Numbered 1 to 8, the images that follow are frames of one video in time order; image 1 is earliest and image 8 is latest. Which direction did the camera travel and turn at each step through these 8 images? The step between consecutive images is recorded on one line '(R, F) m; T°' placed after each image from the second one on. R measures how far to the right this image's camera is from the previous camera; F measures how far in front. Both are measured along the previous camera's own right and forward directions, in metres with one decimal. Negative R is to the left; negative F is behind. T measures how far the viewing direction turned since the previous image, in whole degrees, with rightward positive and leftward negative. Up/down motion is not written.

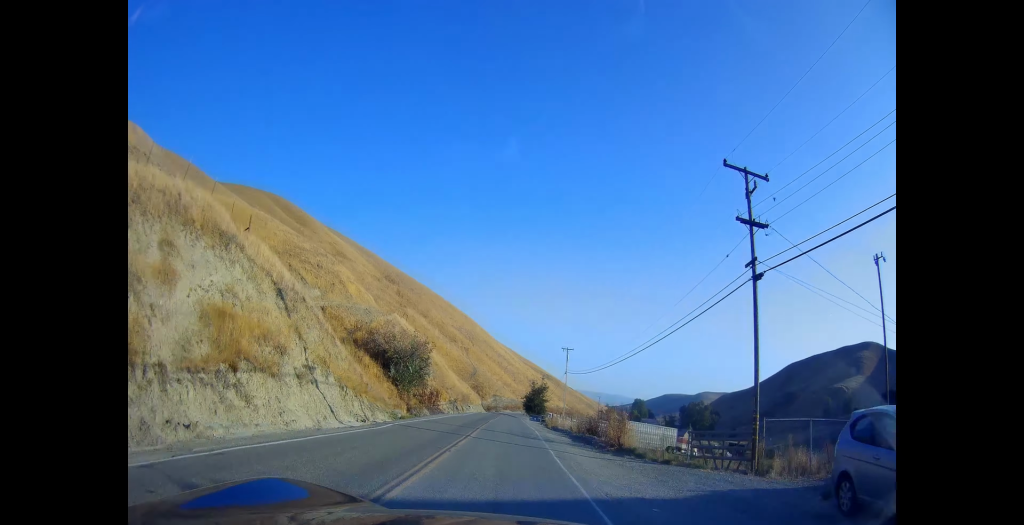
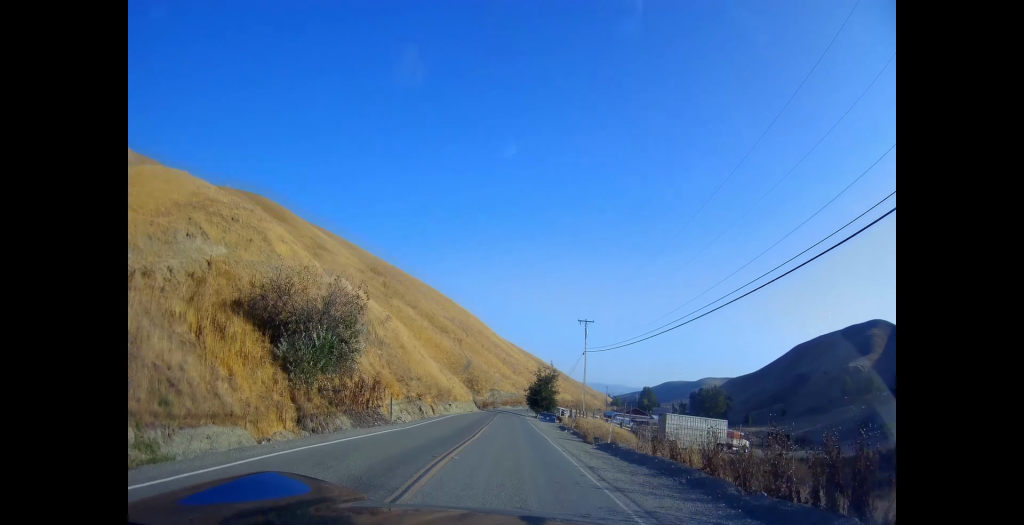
(-0.2, +23.8) m; 0°
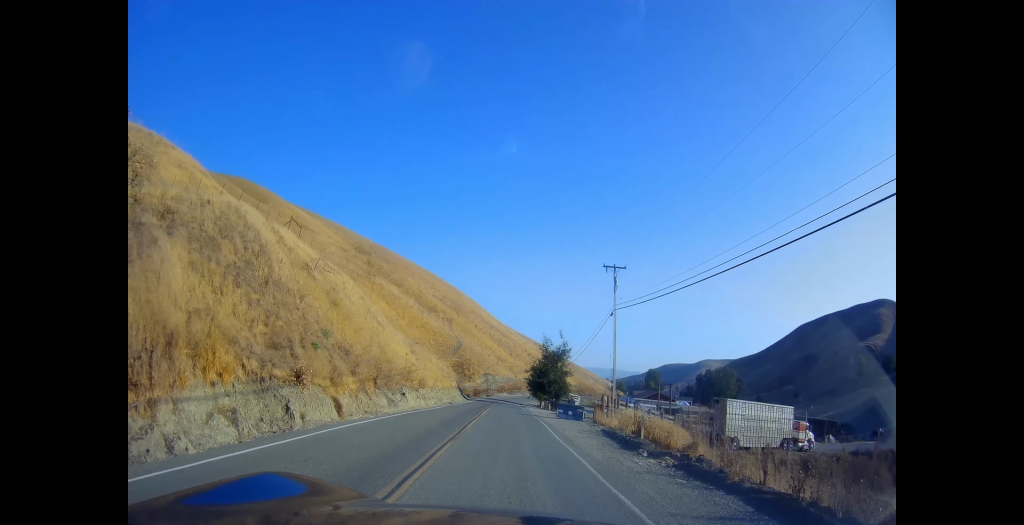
(+0.1, +20.8) m; +1°
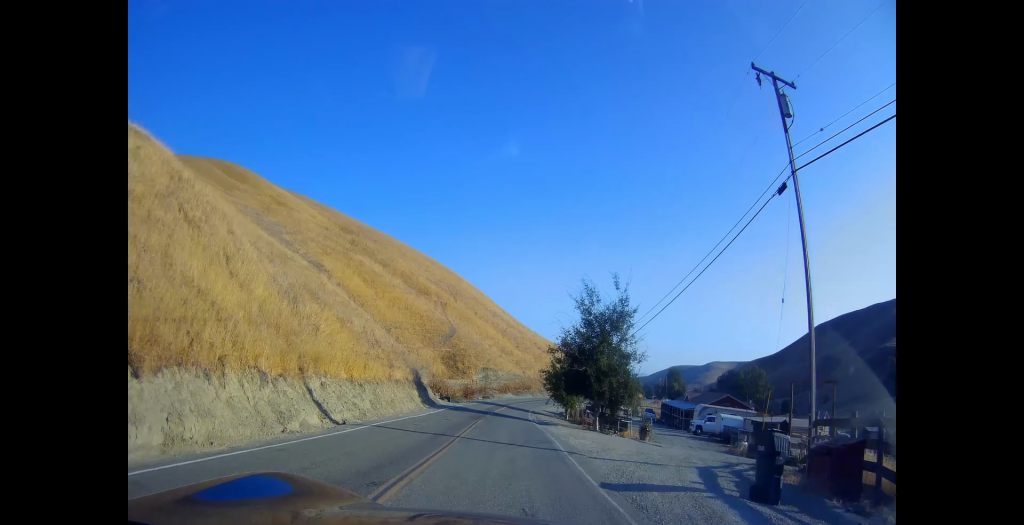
(-0.1, +31.3) m; -1°
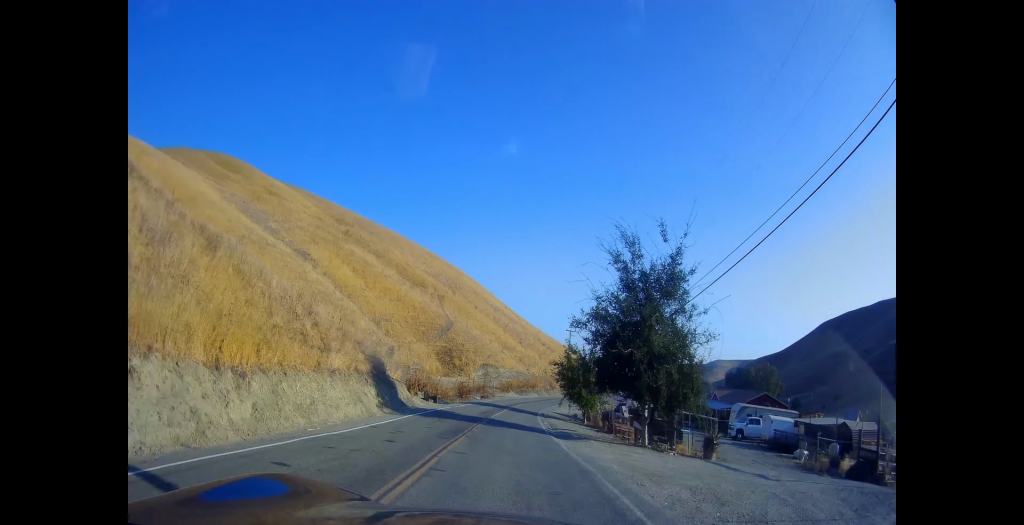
(+0.1, +10.7) m; 0°
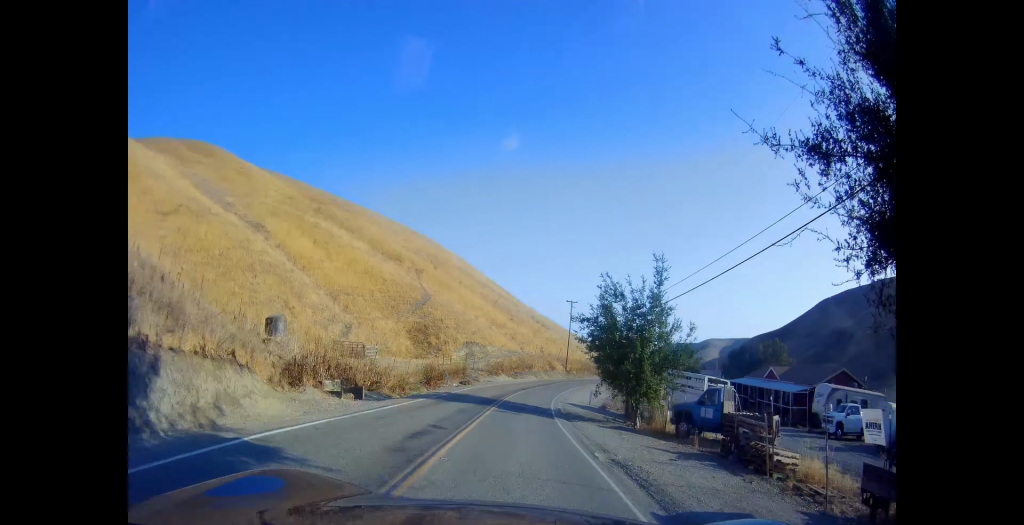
(+0.2, +18.6) m; 0°
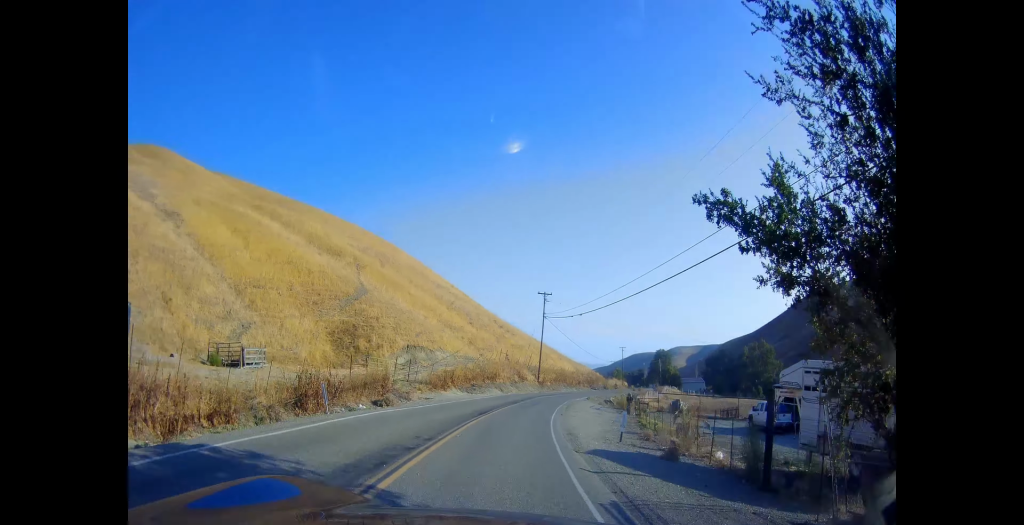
(-0.3, +19.3) m; +2°
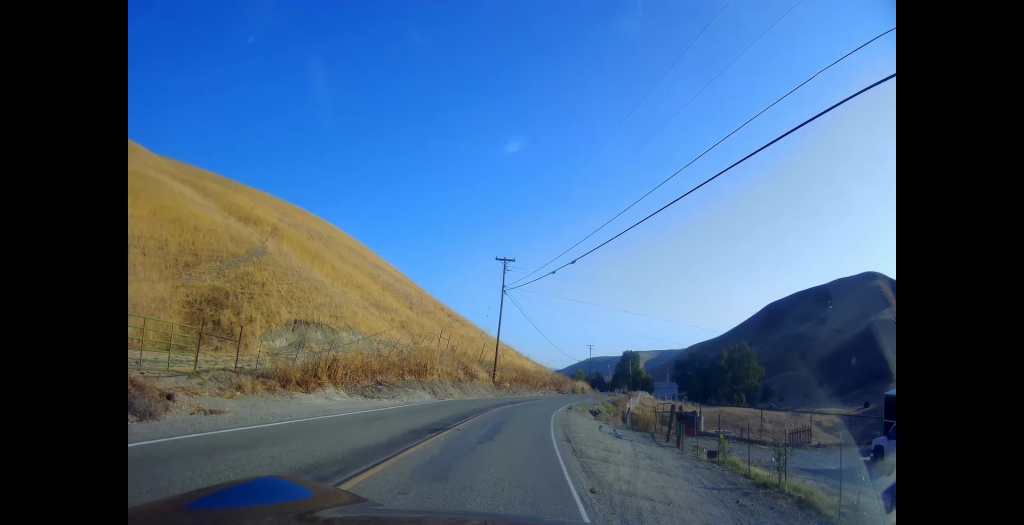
(+1.2, +20.8) m; +8°
